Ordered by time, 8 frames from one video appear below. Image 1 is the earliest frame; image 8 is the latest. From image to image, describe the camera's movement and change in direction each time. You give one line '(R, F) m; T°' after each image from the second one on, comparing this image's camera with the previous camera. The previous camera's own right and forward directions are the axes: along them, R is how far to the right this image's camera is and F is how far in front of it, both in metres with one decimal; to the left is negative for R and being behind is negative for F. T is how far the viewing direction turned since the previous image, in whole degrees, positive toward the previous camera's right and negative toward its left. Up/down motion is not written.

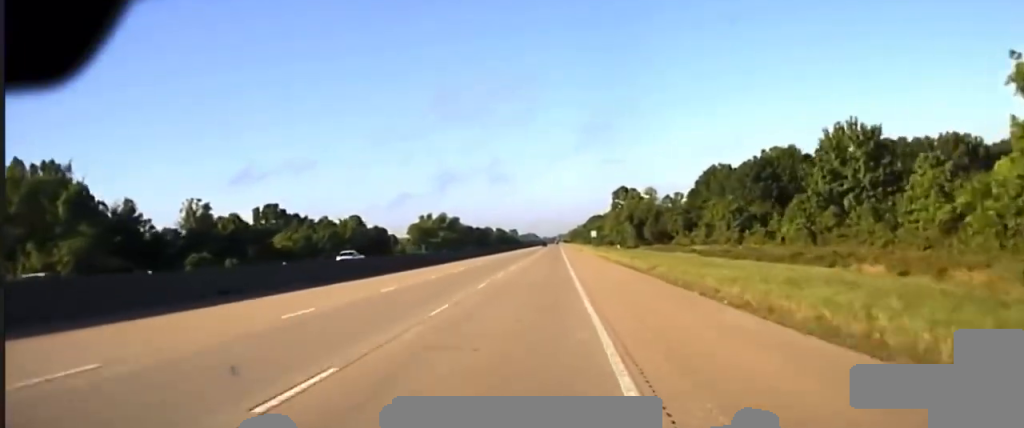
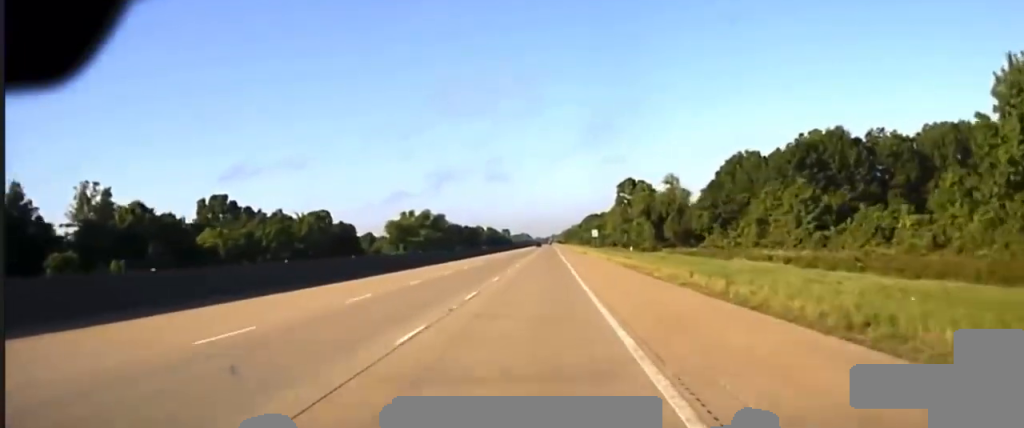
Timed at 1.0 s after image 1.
(-0.1, +31.7) m; 0°
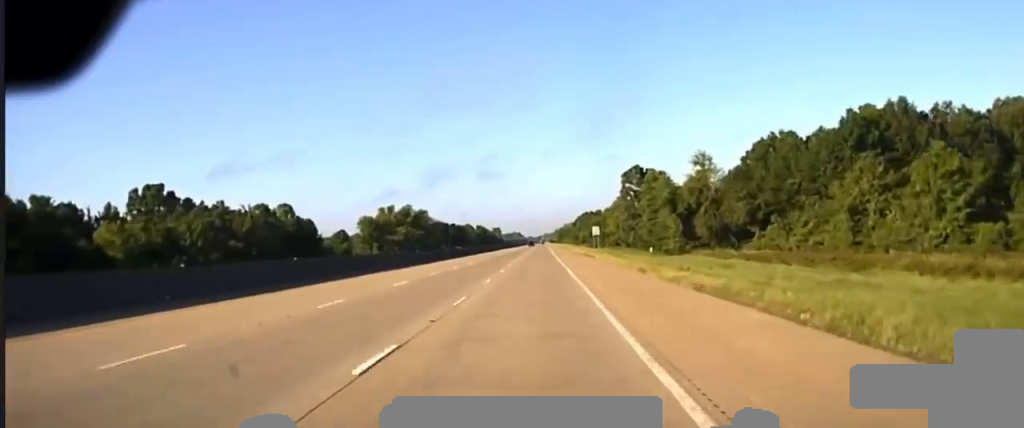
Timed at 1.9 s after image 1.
(+0.1, +29.6) m; 0°
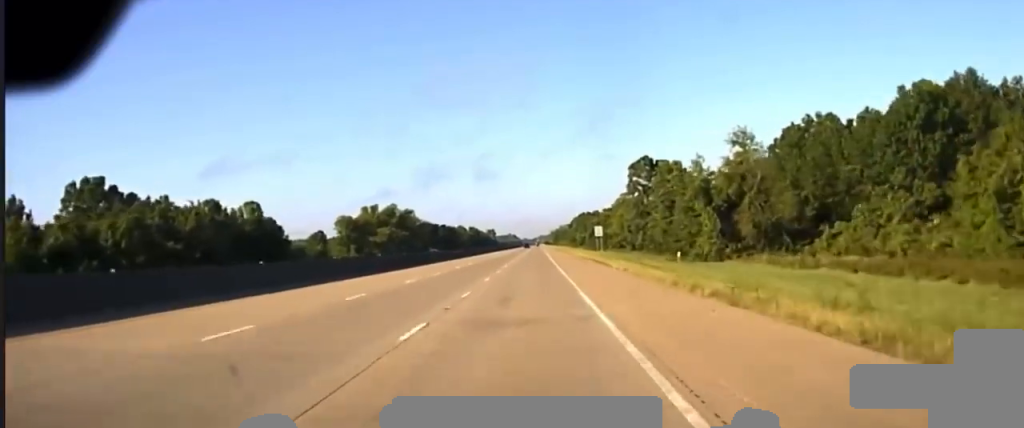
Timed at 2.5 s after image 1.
(0.0, +23.0) m; 0°
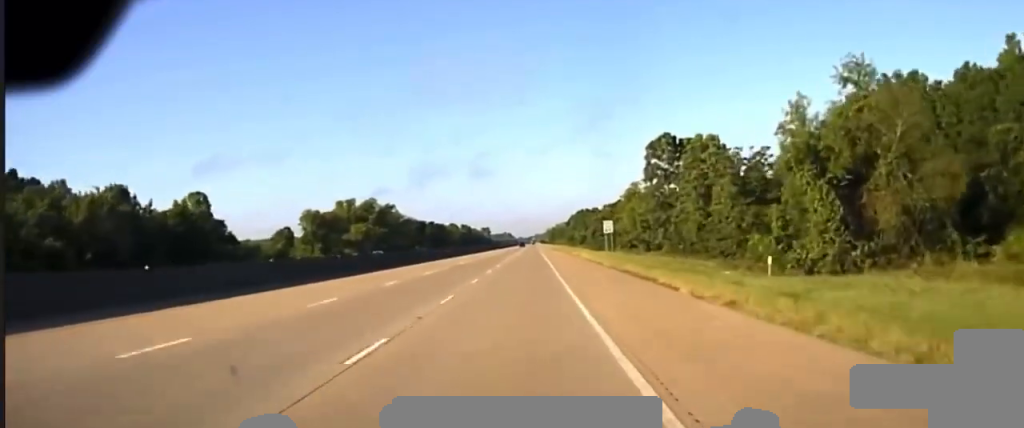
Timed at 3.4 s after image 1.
(+0.2, +28.2) m; +1°
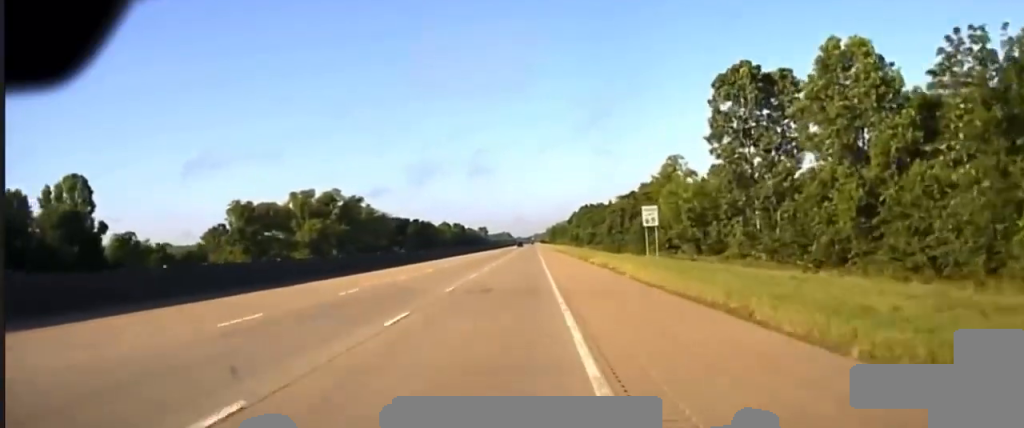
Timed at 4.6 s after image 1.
(+0.2, +38.5) m; 0°
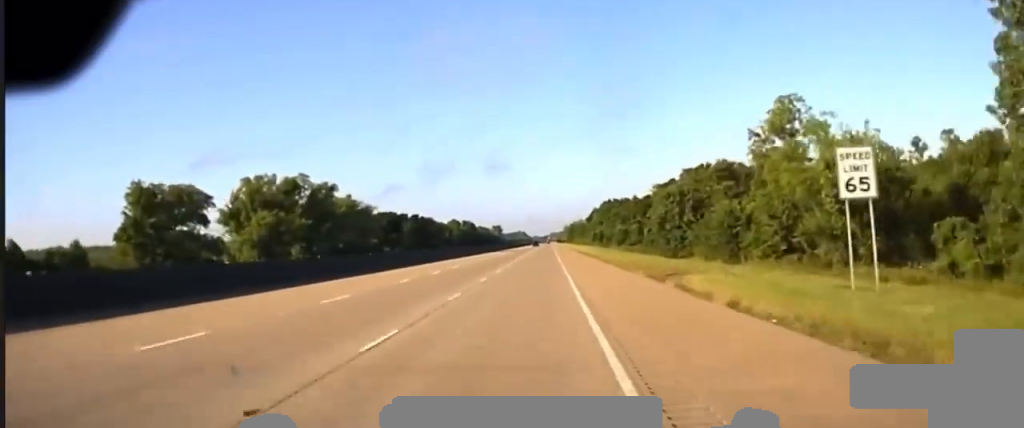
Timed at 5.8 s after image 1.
(-0.4, +36.3) m; -1°
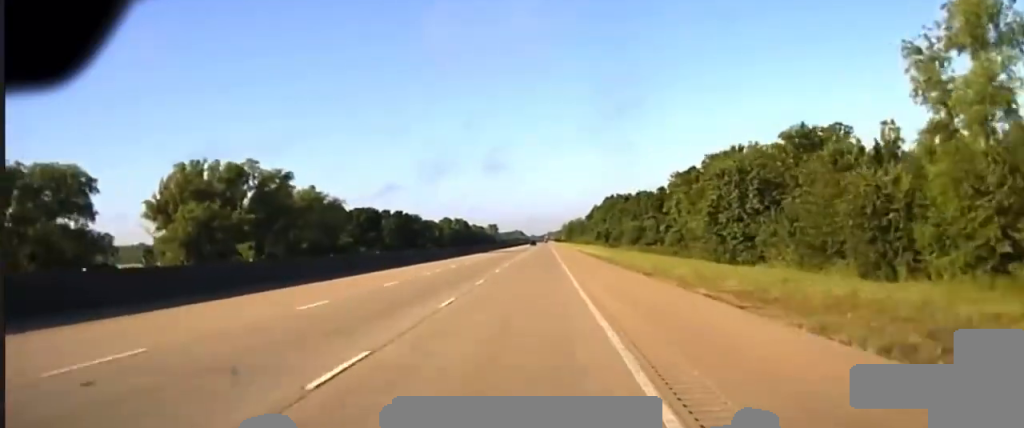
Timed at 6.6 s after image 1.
(-0.2, +25.7) m; 0°
